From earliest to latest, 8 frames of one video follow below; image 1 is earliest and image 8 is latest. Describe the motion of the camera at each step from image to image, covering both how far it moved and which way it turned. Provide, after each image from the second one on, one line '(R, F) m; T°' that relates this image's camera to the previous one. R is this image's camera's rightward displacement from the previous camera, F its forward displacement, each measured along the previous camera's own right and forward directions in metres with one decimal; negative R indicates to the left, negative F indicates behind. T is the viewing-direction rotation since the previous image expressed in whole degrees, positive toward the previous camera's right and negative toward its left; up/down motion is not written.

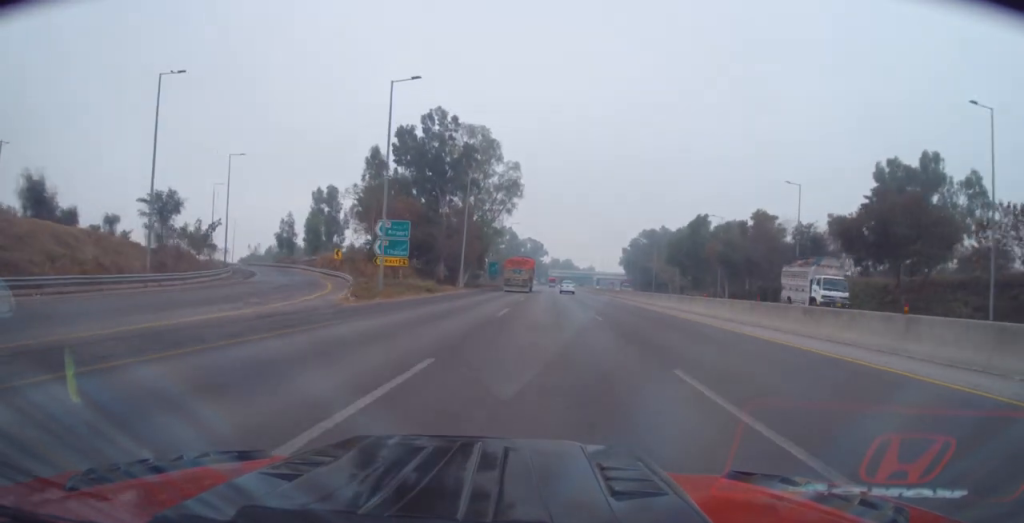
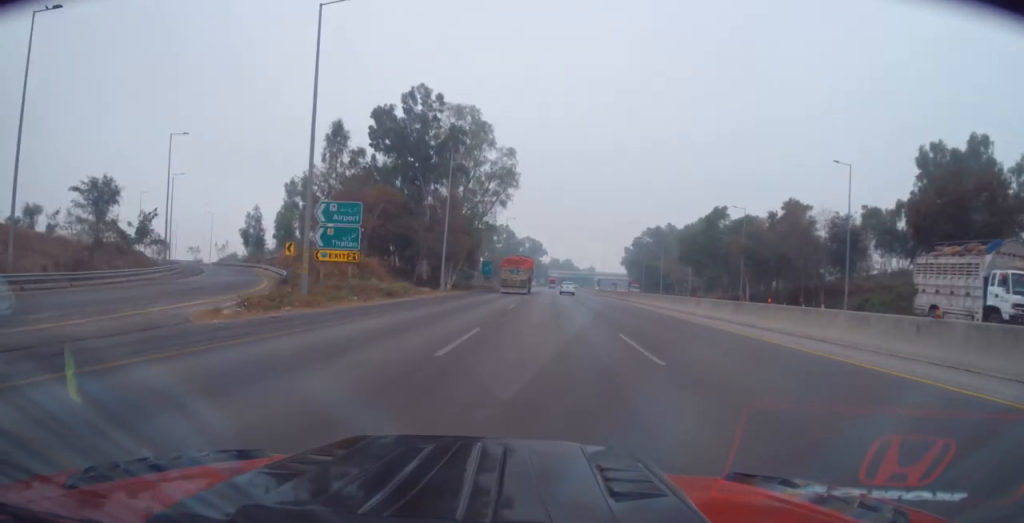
(0.0, +11.2) m; 0°
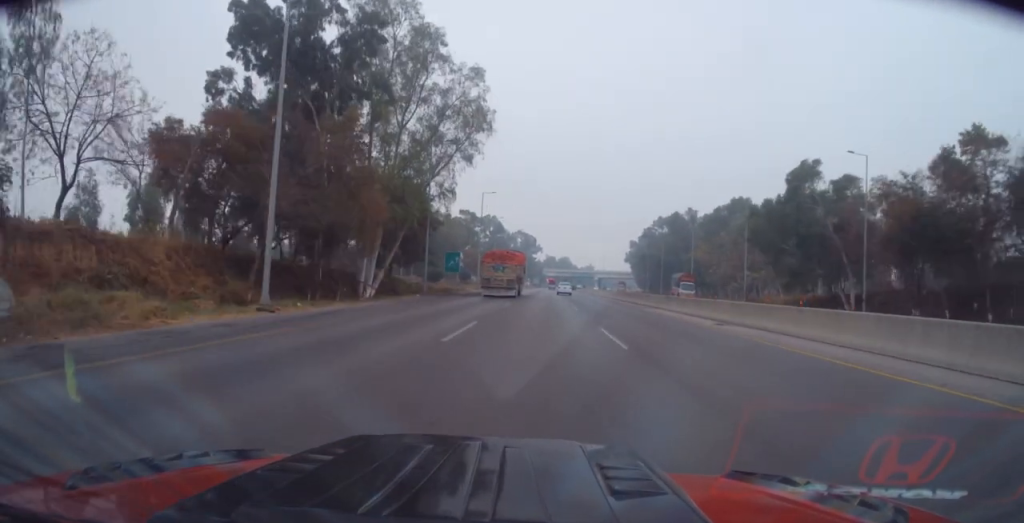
(0.0, +33.5) m; +1°
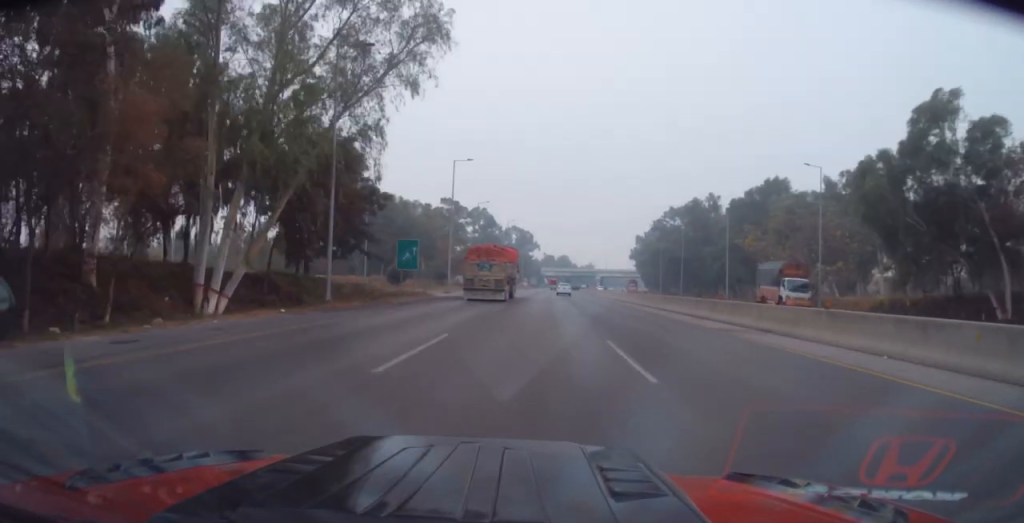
(+0.2, +22.3) m; +1°
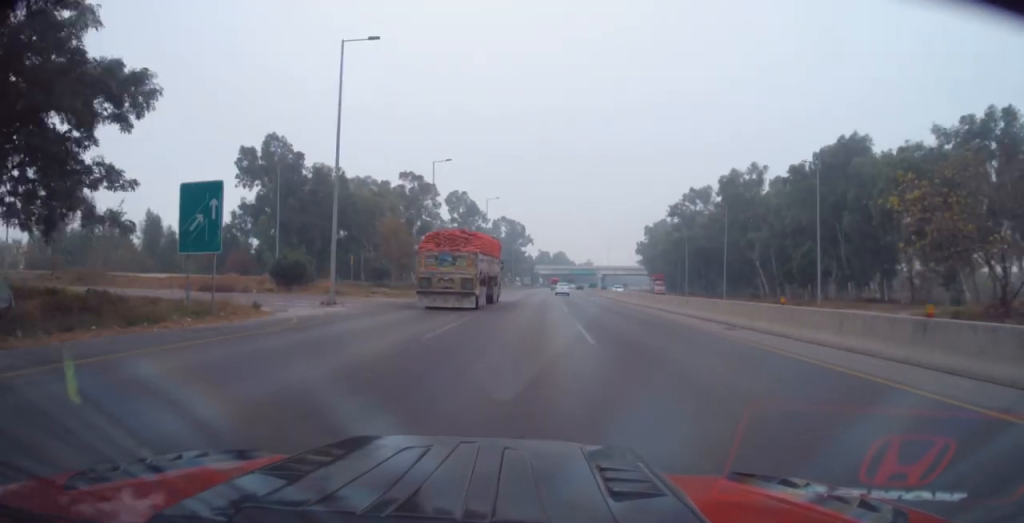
(+0.3, +30.8) m; 0°
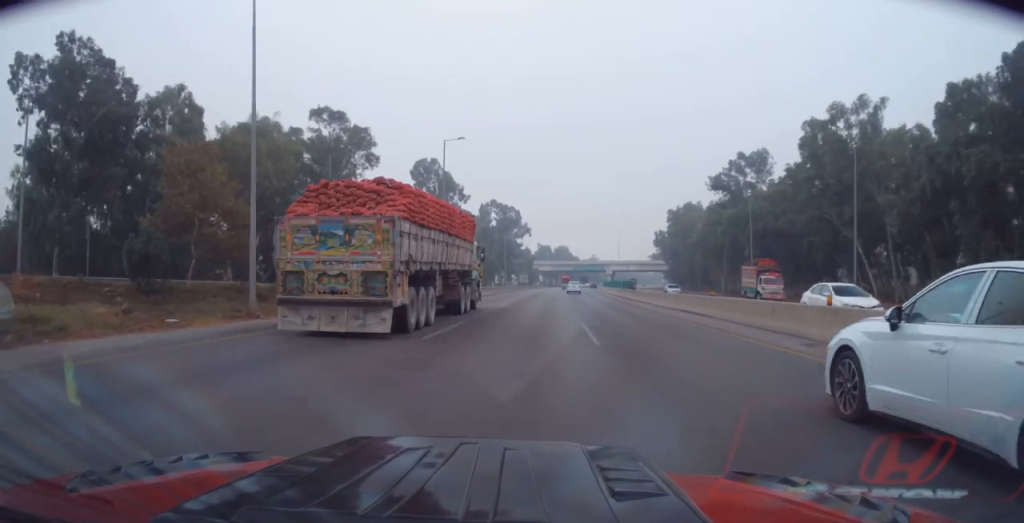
(-0.6, +37.4) m; -1°
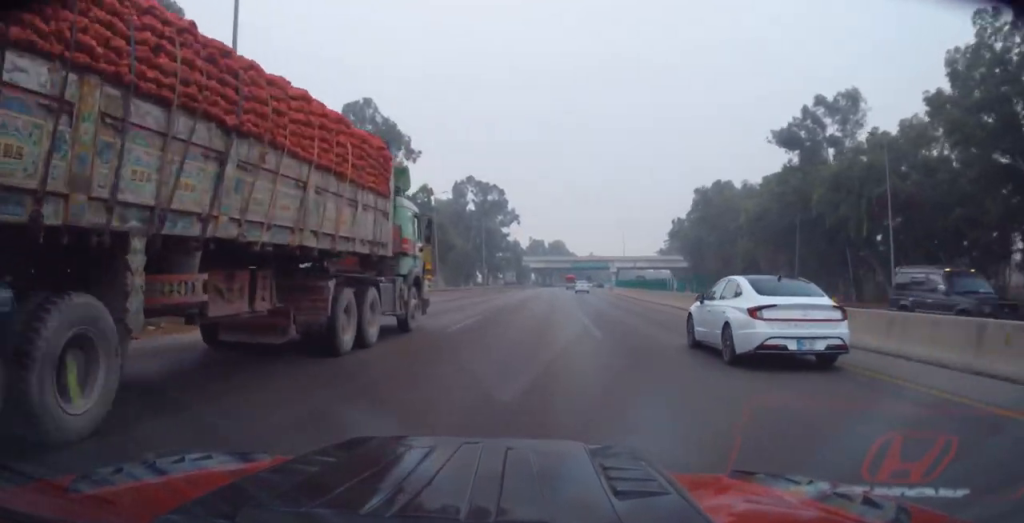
(+0.4, +34.5) m; +2°
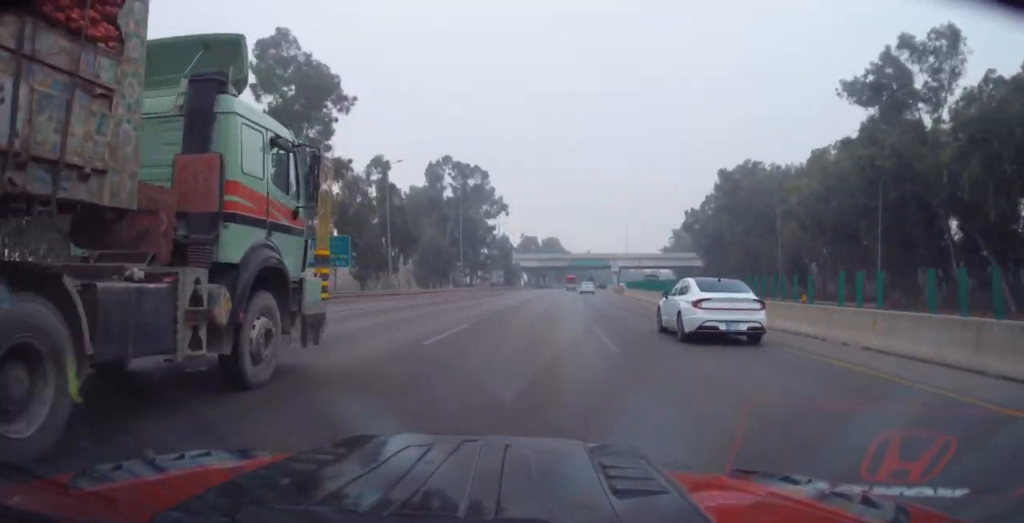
(+0.3, +21.0) m; +1°
